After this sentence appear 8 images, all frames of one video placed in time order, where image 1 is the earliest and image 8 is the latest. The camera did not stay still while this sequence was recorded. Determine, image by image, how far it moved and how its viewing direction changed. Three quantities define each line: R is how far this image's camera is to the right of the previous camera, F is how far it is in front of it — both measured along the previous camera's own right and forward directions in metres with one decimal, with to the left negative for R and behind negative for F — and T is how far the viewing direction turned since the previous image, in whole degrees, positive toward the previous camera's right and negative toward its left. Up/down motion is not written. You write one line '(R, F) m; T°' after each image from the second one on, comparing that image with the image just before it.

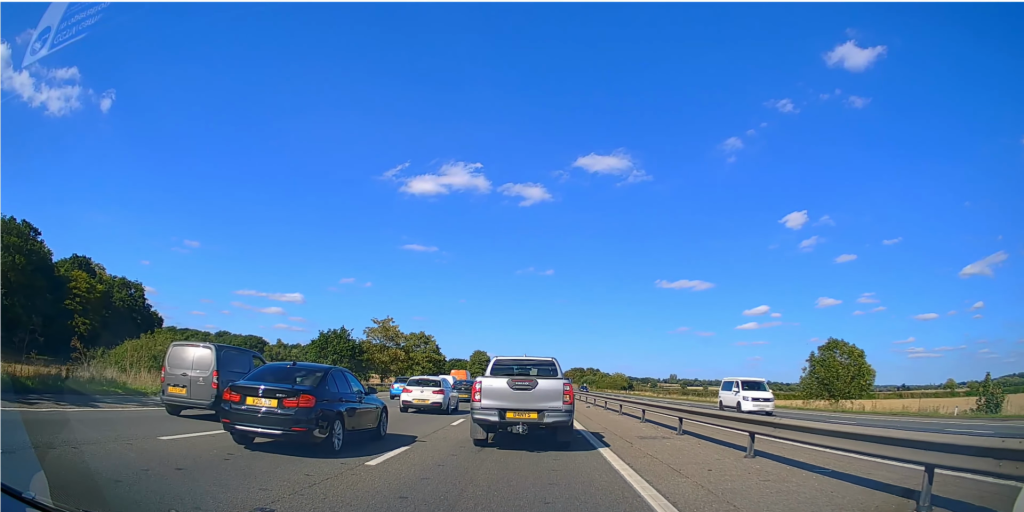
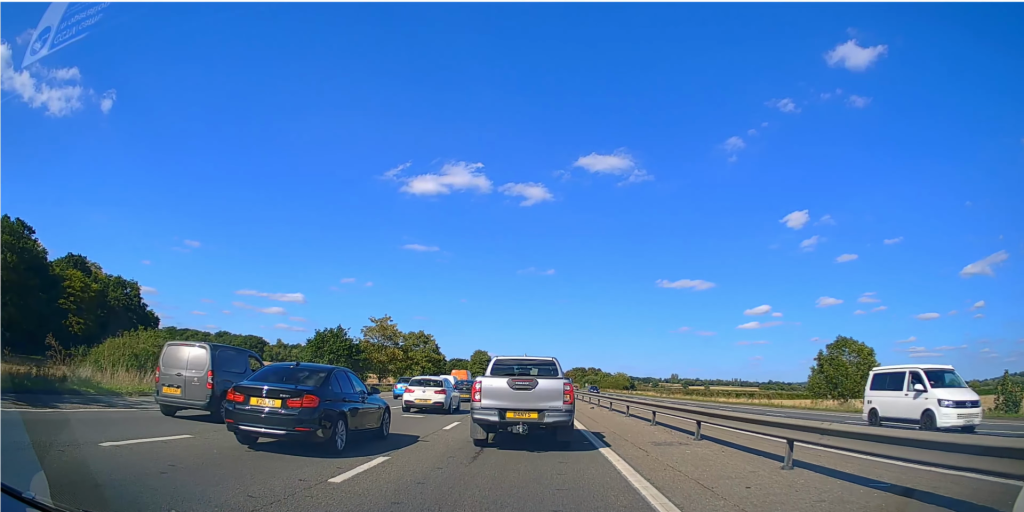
(0.0, +1.9) m; 0°
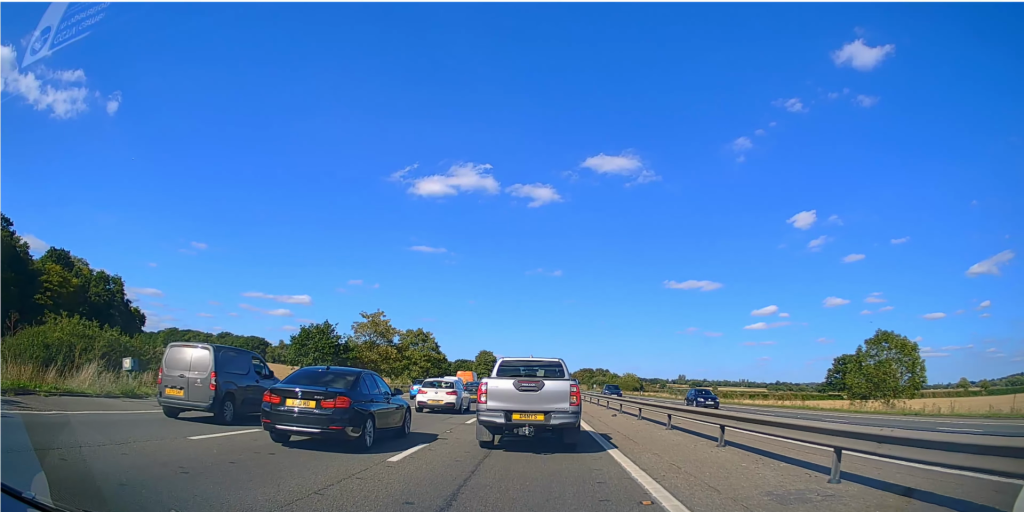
(-0.2, +6.9) m; -4°
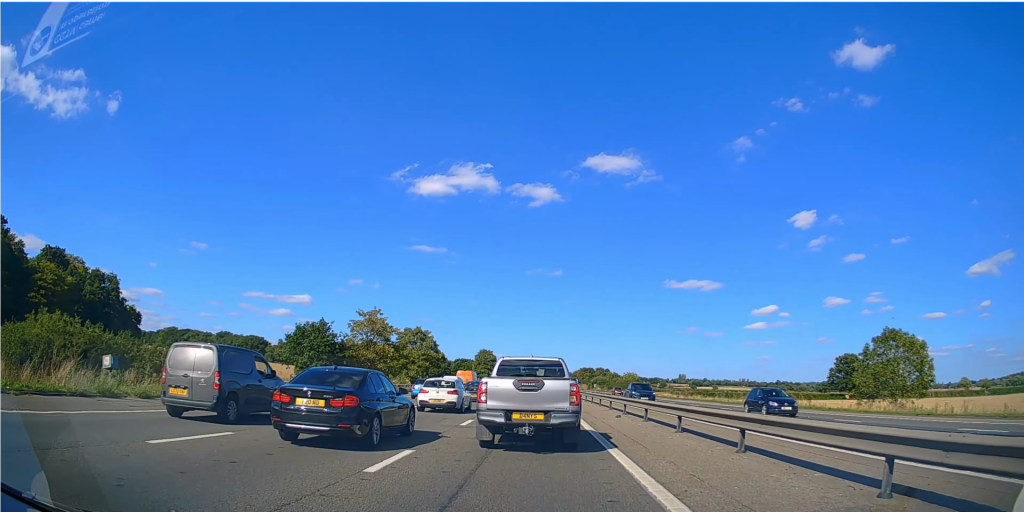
(0.0, +1.4) m; -1°
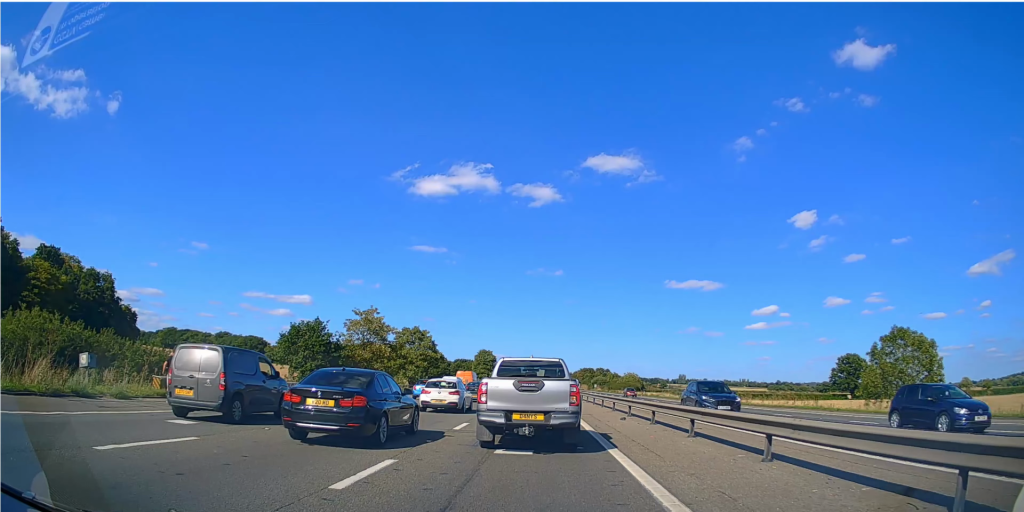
(0.0, +1.4) m; -1°
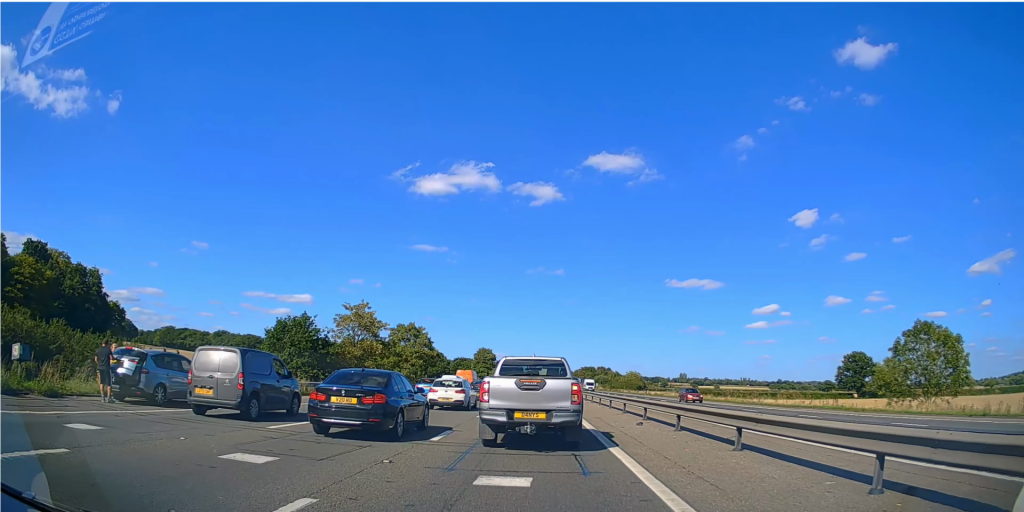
(0.0, +3.4) m; -1°
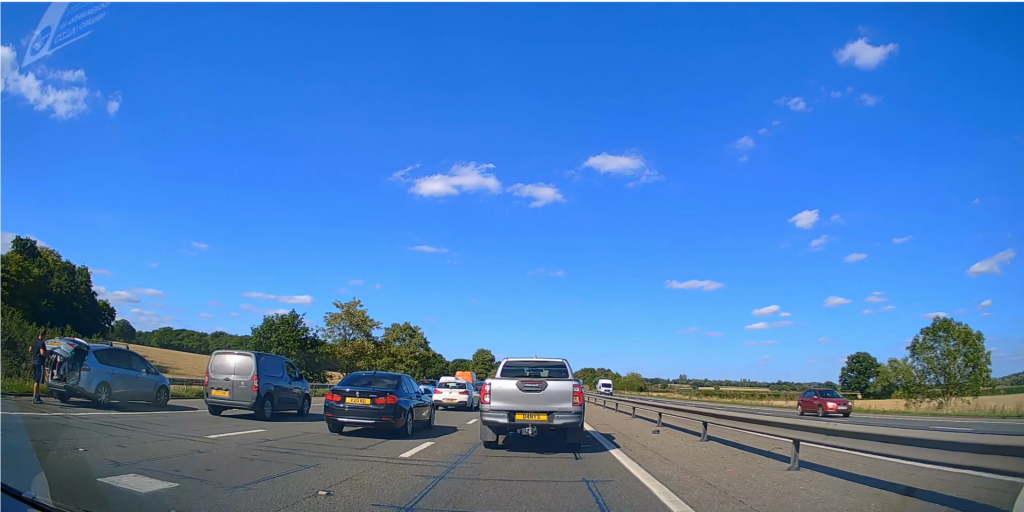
(0.0, +2.9) m; 0°
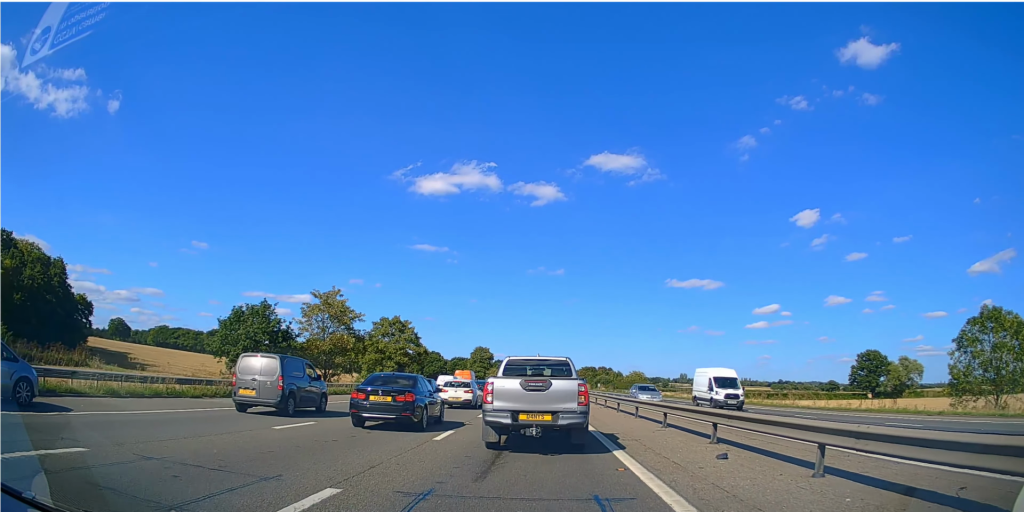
(0.0, +6.3) m; +1°
